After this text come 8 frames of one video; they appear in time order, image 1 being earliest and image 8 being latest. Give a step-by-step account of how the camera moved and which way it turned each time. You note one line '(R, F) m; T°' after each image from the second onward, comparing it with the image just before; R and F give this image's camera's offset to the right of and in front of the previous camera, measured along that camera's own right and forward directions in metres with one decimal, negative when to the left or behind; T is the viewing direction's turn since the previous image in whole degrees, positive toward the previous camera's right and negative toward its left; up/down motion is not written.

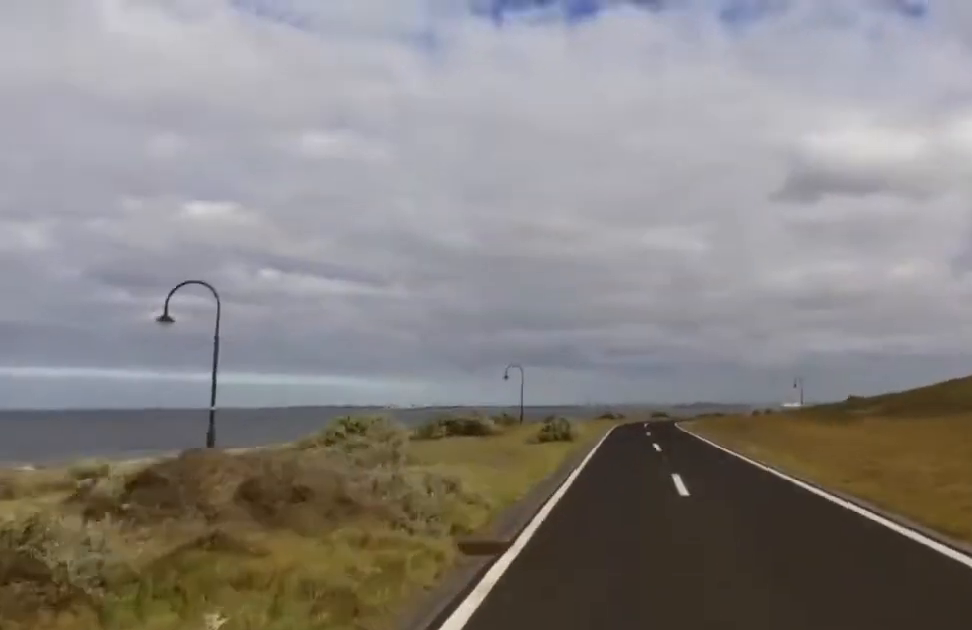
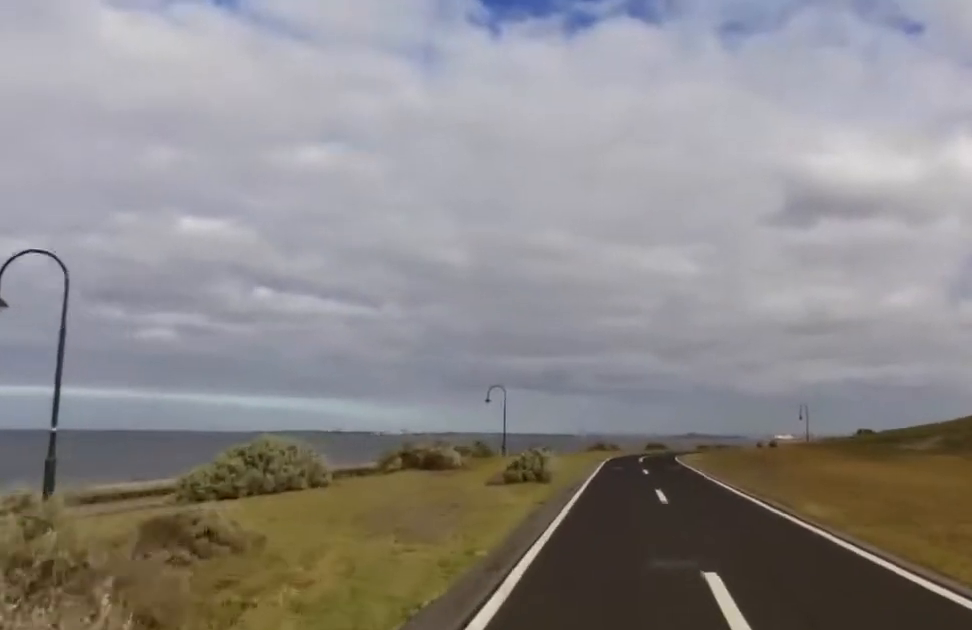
(-0.4, +4.9) m; -1°
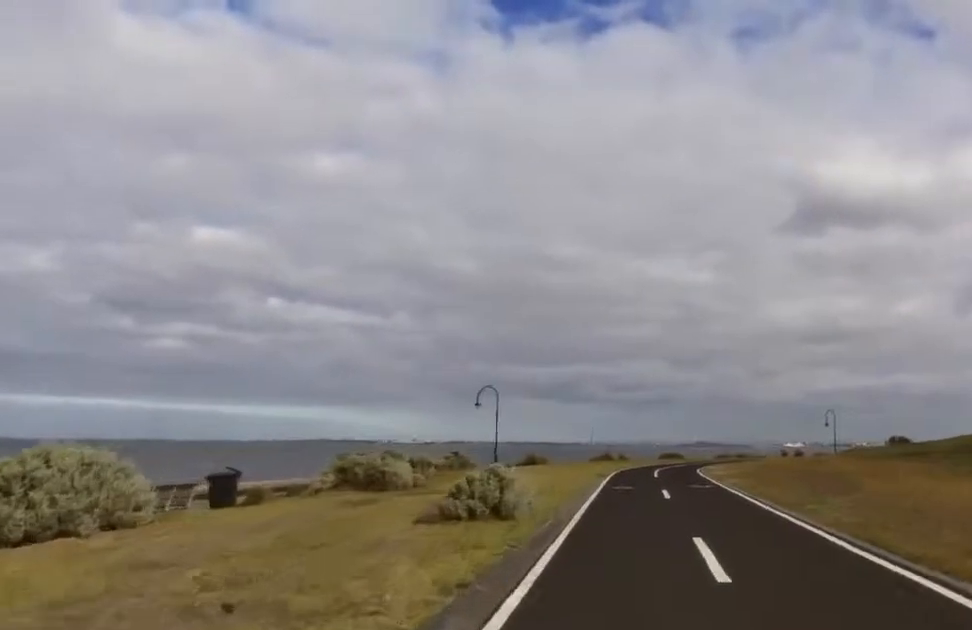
(-0.5, +6.0) m; +1°
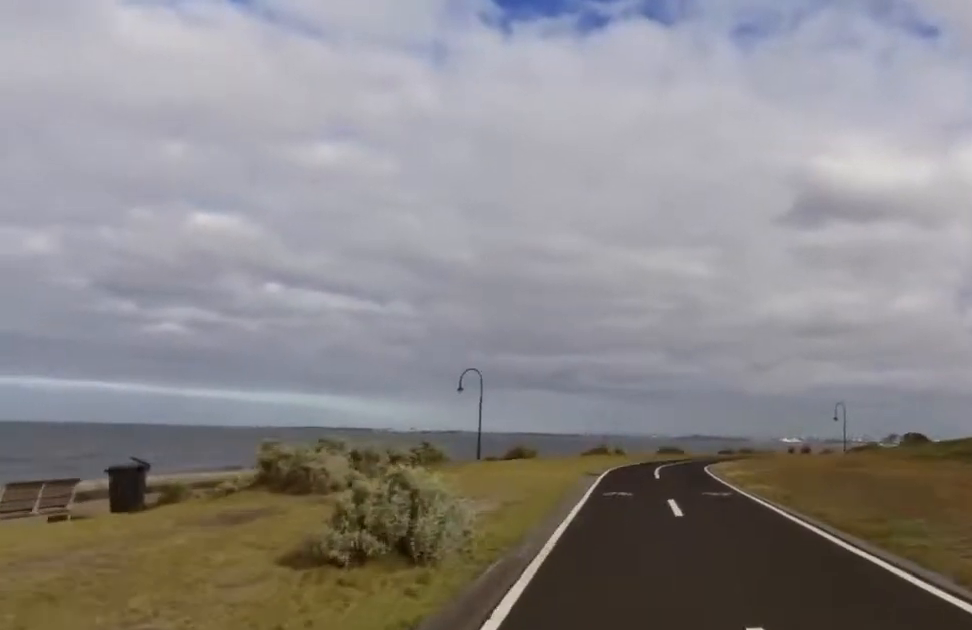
(+0.5, +3.8) m; +3°
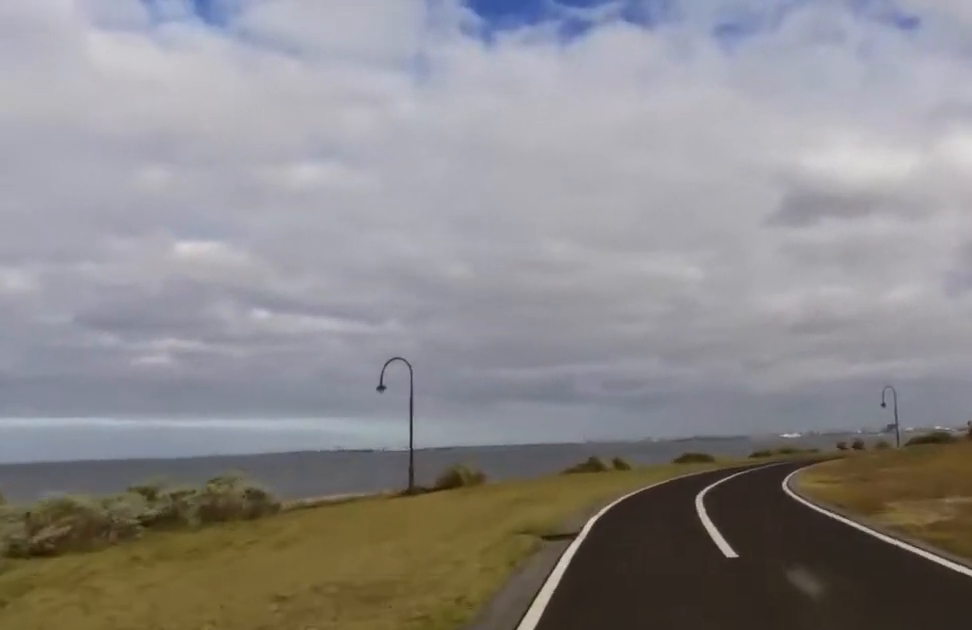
(+0.2, +11.5) m; +3°
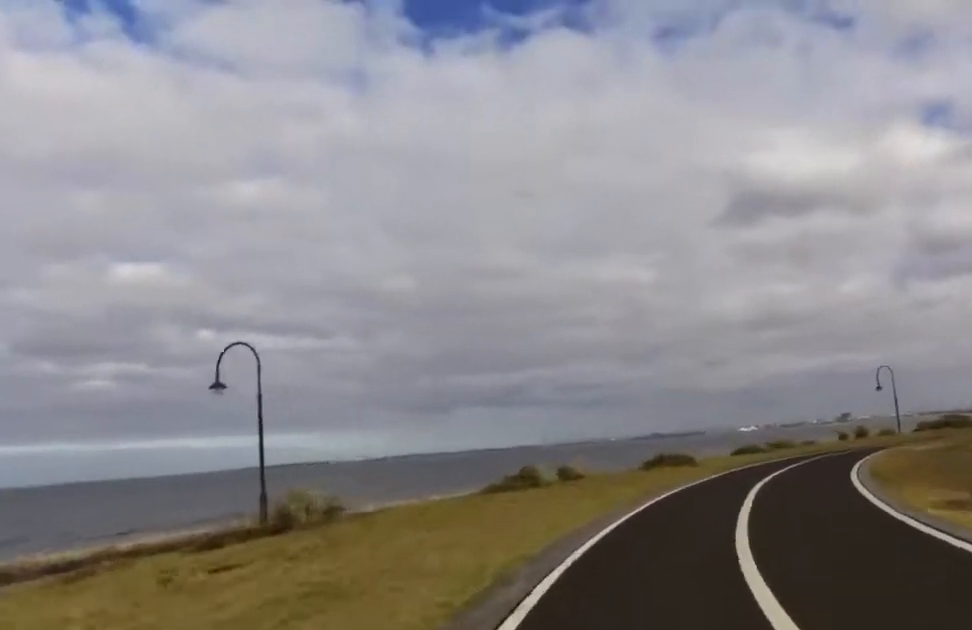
(+0.3, +7.7) m; +8°
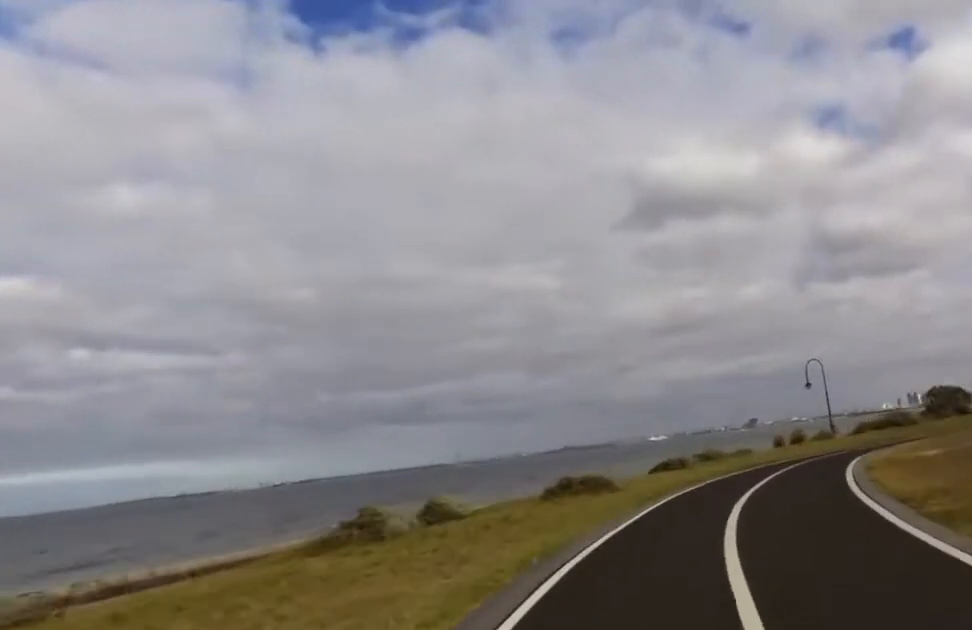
(+0.5, +4.8) m; +4°
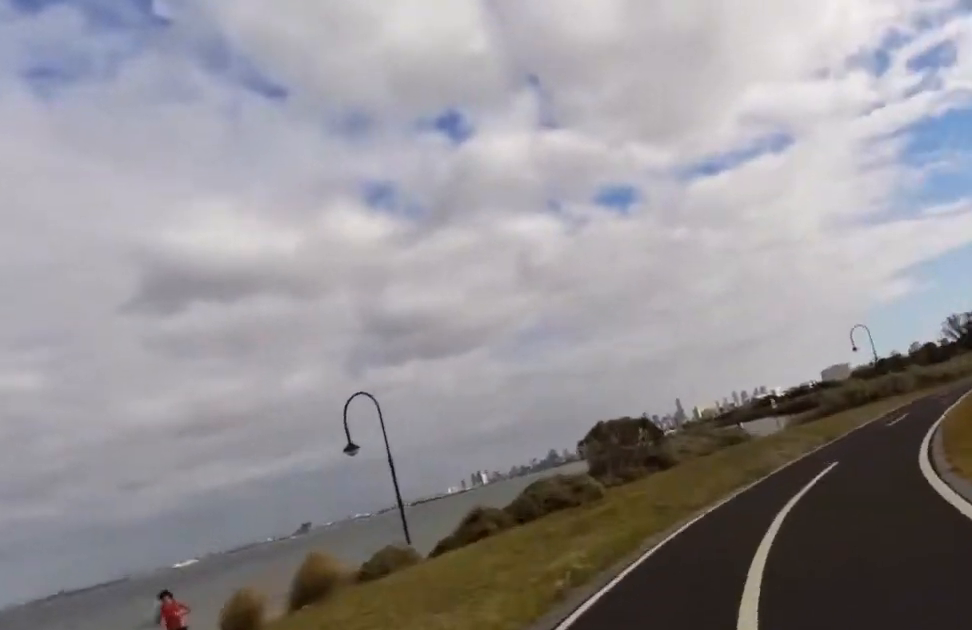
(+3.5, +18.4) m; +32°
